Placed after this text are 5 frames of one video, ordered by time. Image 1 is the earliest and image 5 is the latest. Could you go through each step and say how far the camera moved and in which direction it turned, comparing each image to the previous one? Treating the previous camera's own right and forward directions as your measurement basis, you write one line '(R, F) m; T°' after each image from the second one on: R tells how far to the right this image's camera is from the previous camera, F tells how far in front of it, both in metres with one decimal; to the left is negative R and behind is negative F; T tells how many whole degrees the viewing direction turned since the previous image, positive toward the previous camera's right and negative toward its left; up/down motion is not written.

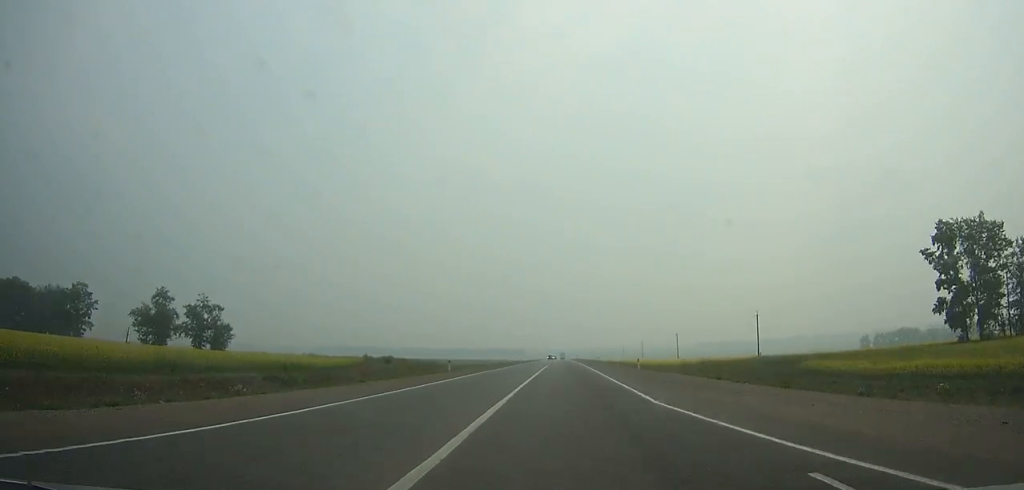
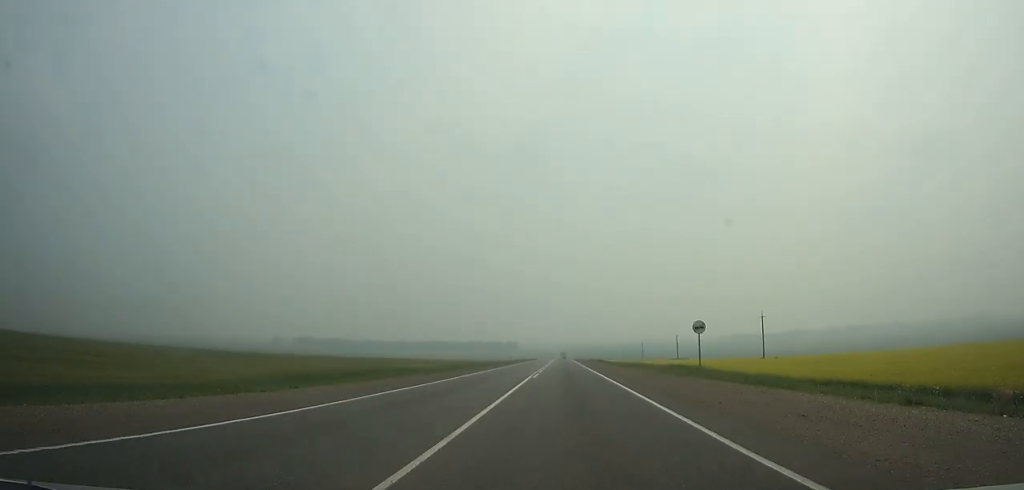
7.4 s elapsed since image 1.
(+0.6, +231.8) m; 0°
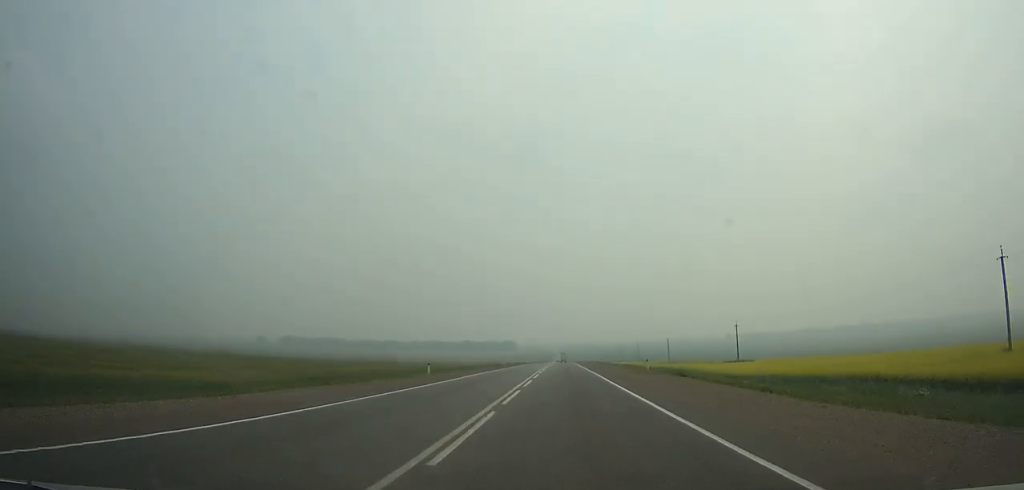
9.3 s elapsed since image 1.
(0.0, +63.5) m; 0°
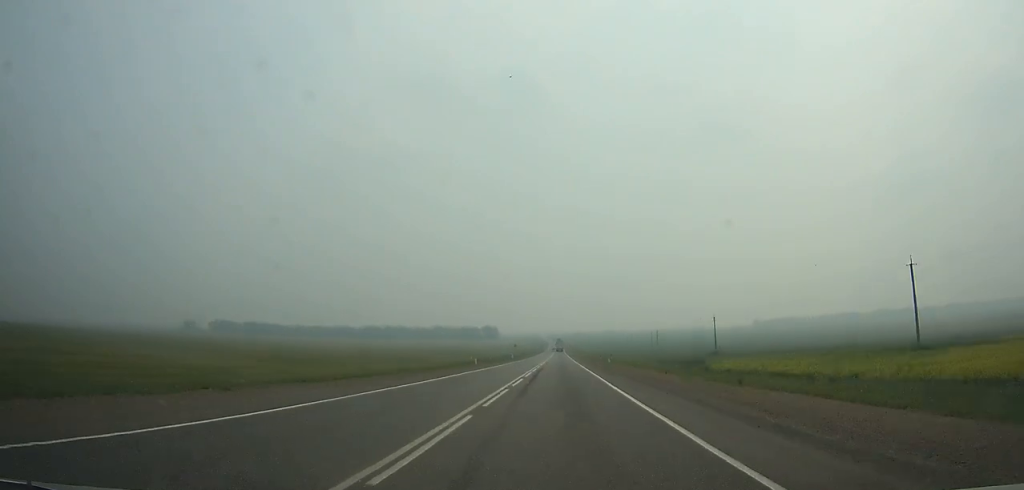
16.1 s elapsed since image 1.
(+0.3, +227.5) m; 0°
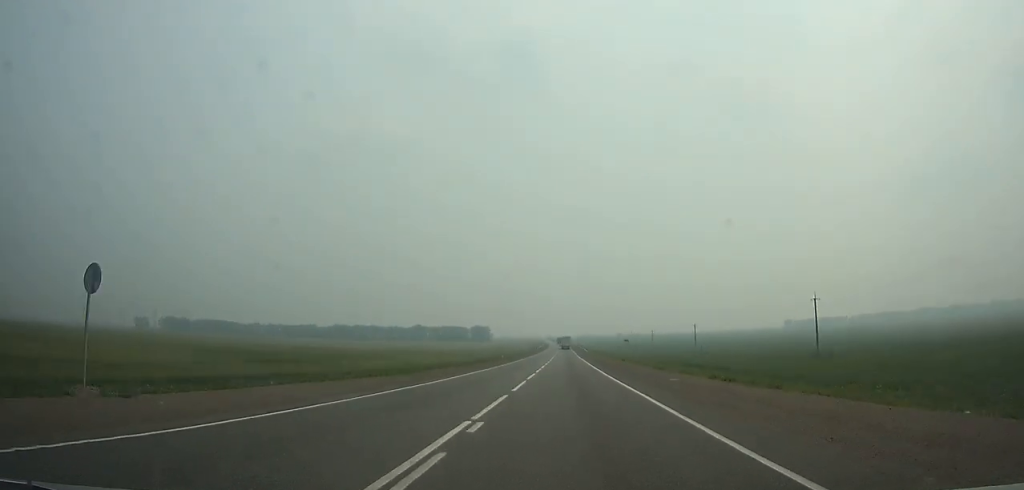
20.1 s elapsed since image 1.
(-0.3, +136.8) m; 0°
